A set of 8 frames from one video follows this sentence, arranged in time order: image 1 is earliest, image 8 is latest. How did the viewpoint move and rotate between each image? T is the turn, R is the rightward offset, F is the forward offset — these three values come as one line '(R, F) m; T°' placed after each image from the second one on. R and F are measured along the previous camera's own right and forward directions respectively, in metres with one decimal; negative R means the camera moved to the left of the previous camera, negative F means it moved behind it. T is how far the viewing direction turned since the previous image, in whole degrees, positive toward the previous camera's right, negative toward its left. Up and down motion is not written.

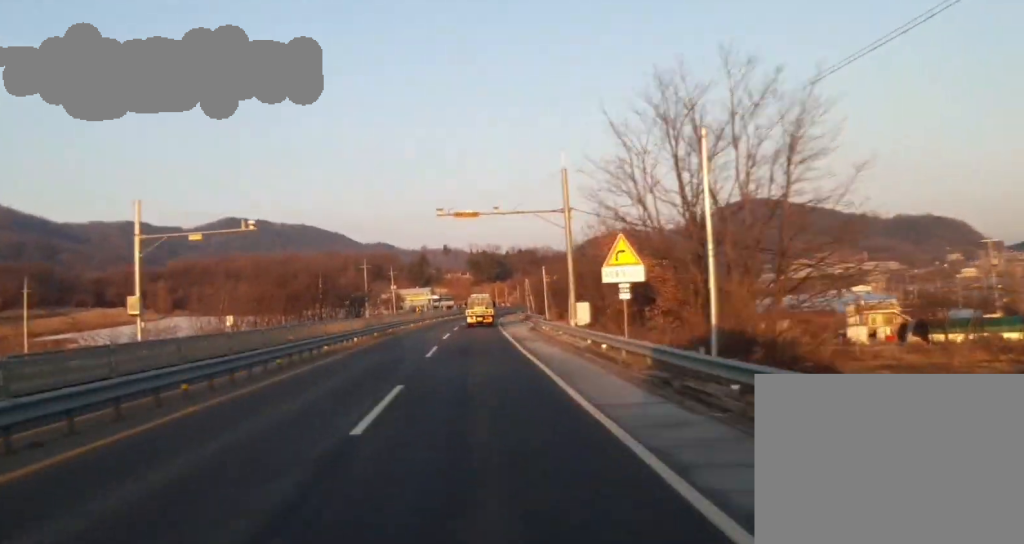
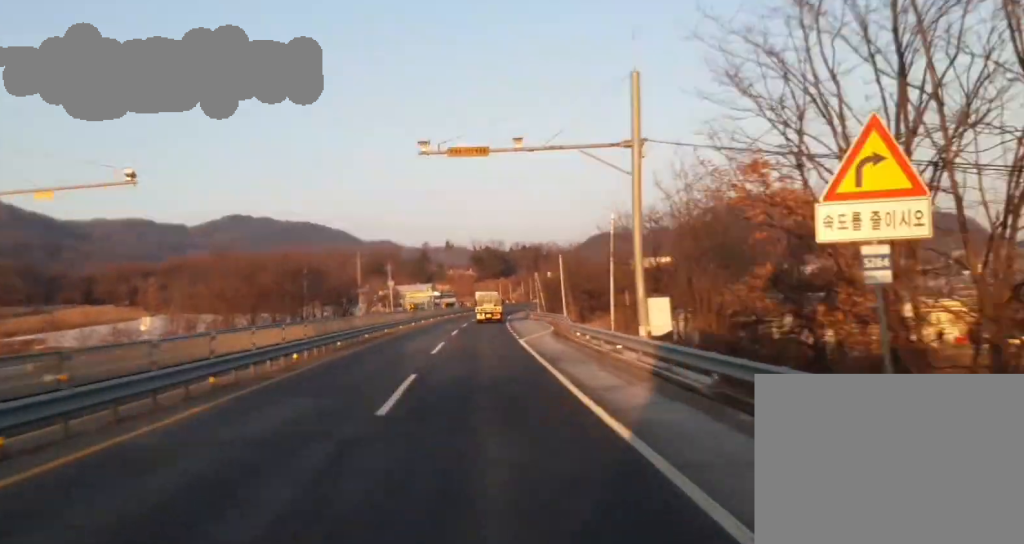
(0.0, +18.6) m; 0°
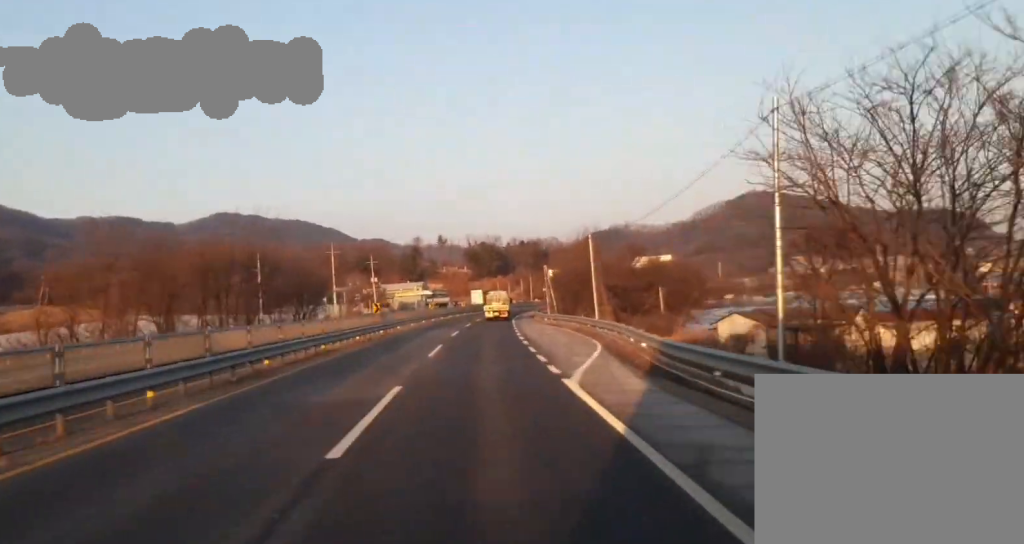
(0.0, +23.9) m; 0°
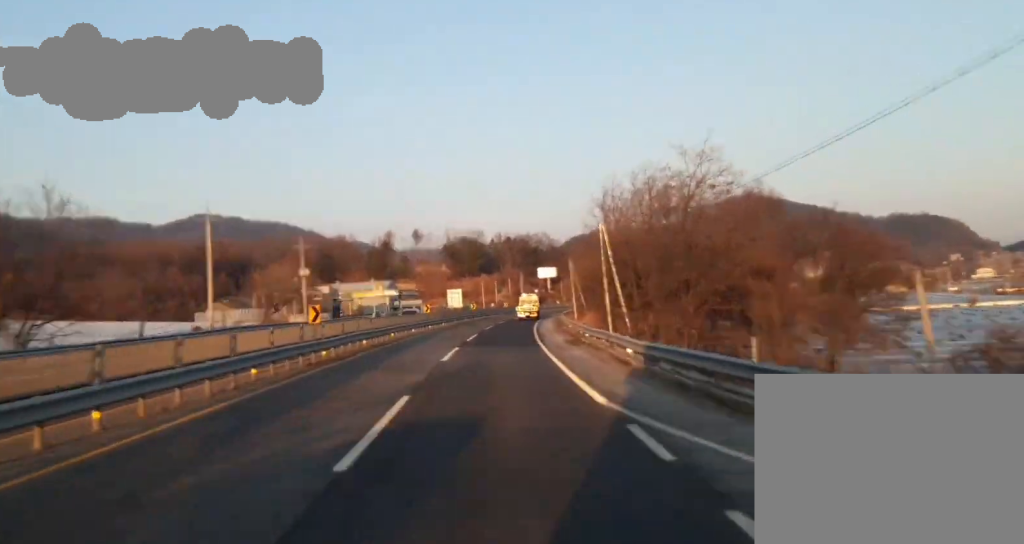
(-0.4, +62.4) m; +1°
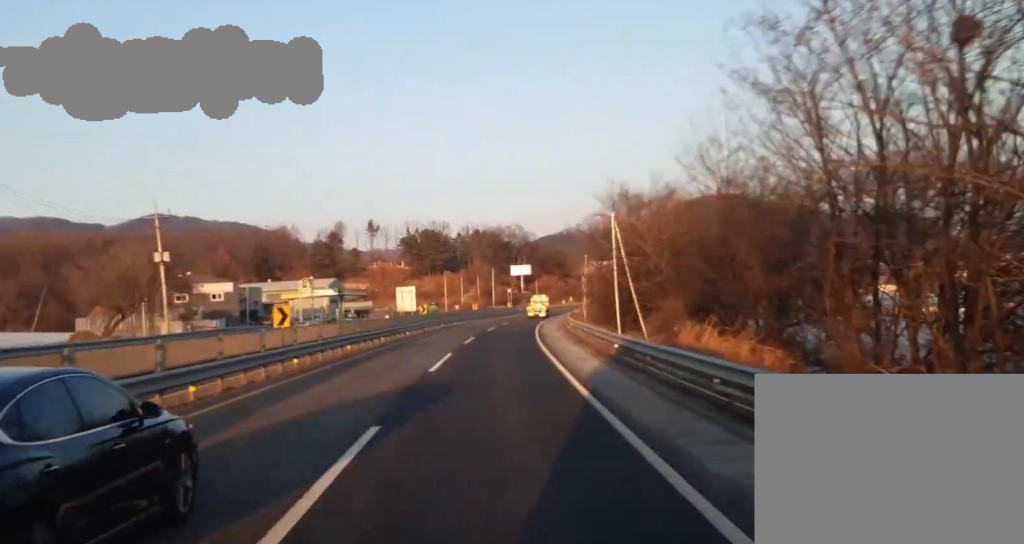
(+1.4, +44.0) m; +2°
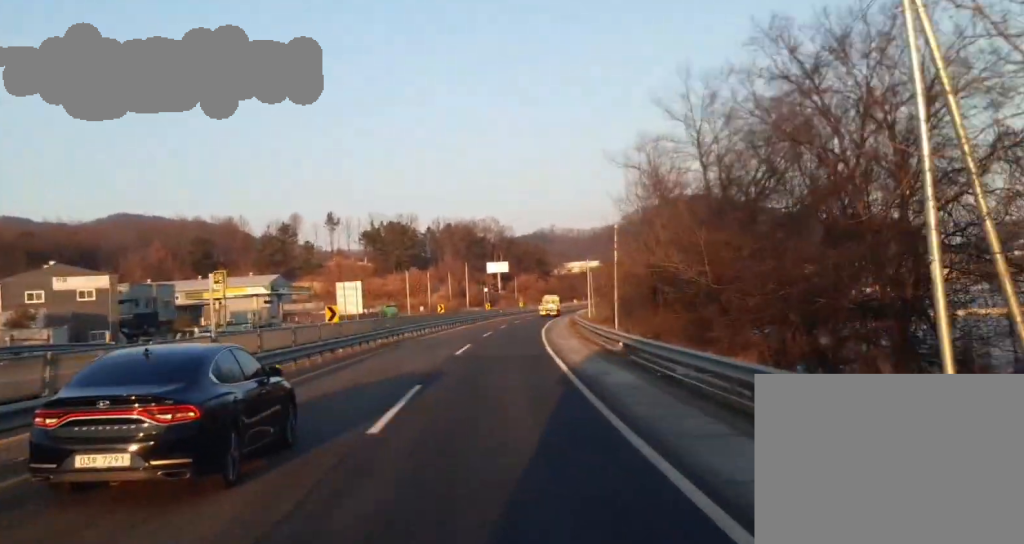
(+0.1, +32.2) m; 0°
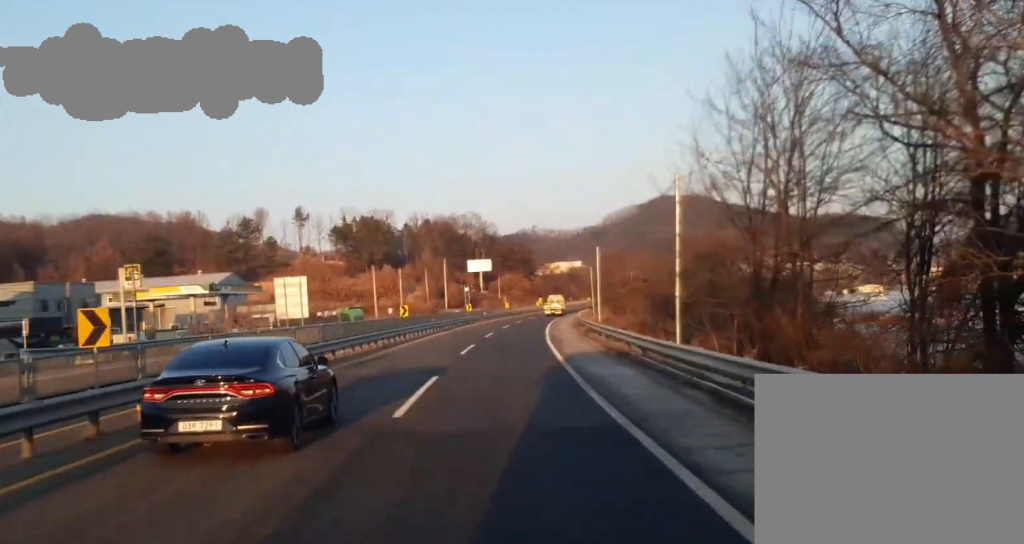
(0.0, +20.2) m; +1°
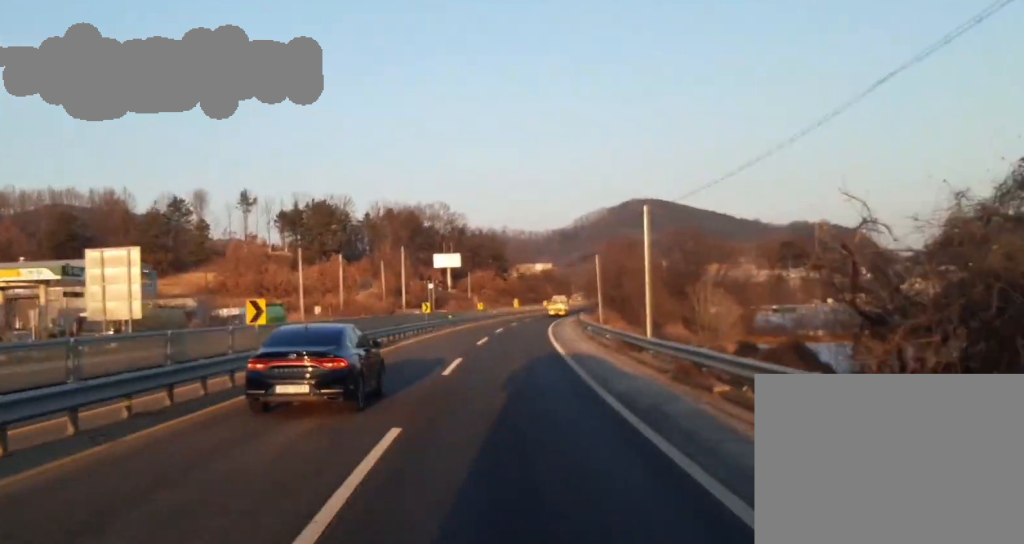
(-0.3, +31.0) m; +2°
